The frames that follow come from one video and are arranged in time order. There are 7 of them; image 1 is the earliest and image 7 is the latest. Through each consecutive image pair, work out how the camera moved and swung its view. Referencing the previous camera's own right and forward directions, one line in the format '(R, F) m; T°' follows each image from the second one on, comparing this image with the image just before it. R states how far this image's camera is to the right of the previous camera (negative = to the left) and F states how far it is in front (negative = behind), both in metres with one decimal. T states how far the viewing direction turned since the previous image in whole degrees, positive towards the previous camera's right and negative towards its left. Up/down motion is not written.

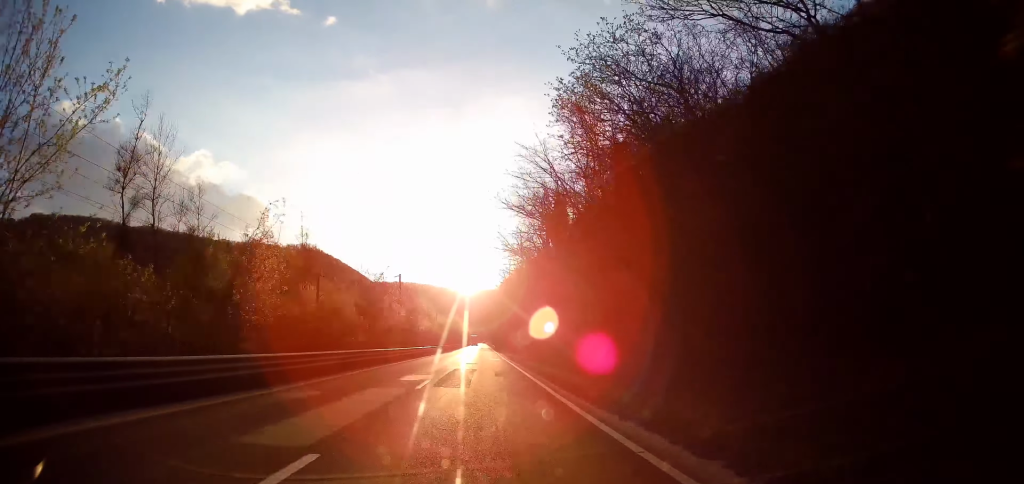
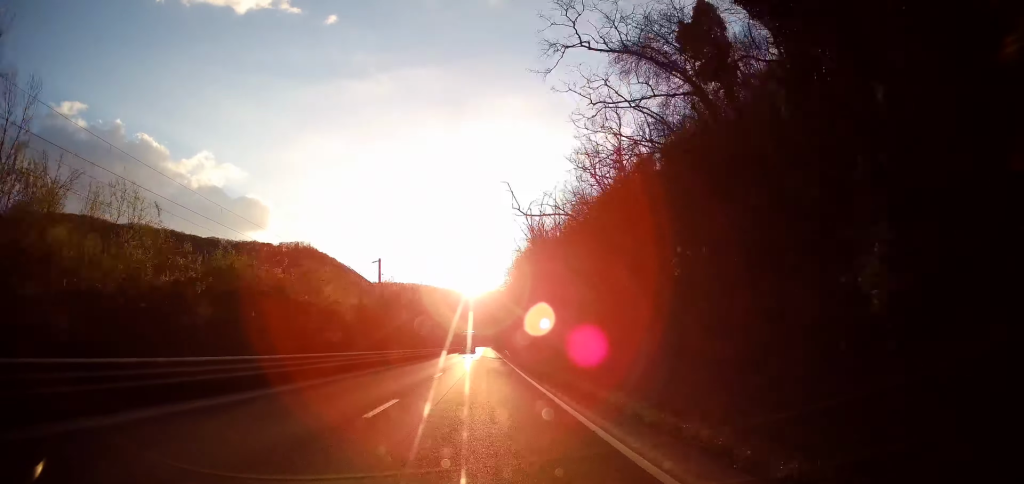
(-0.9, +64.2) m; -1°
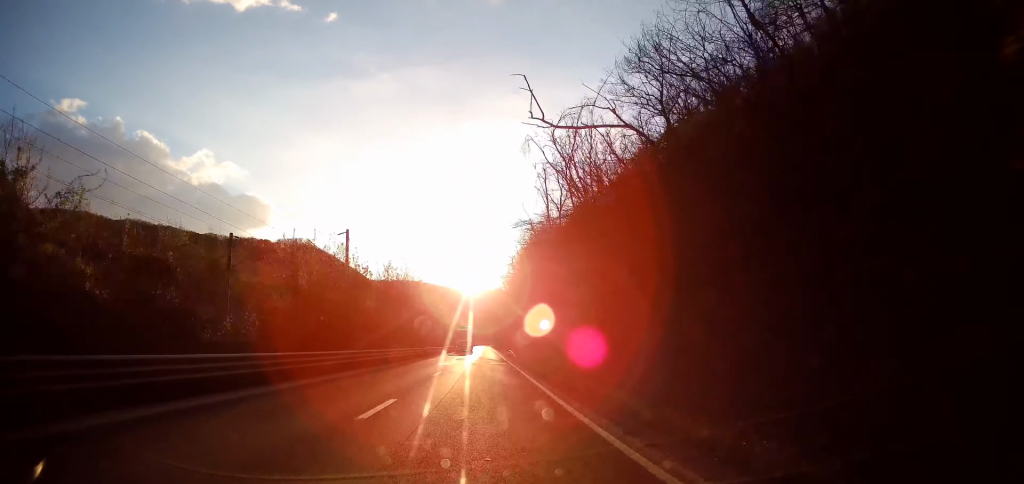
(+0.2, +12.1) m; 0°
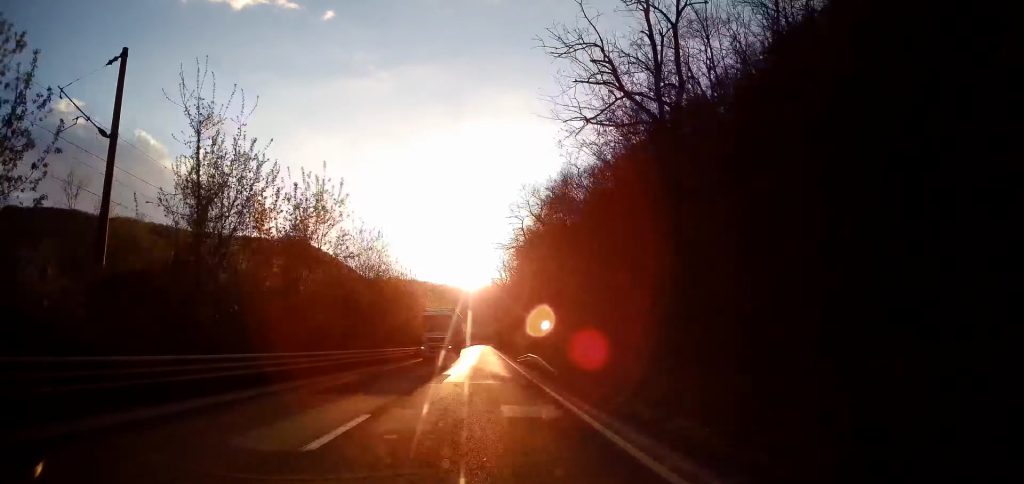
(+0.1, +26.8) m; 0°
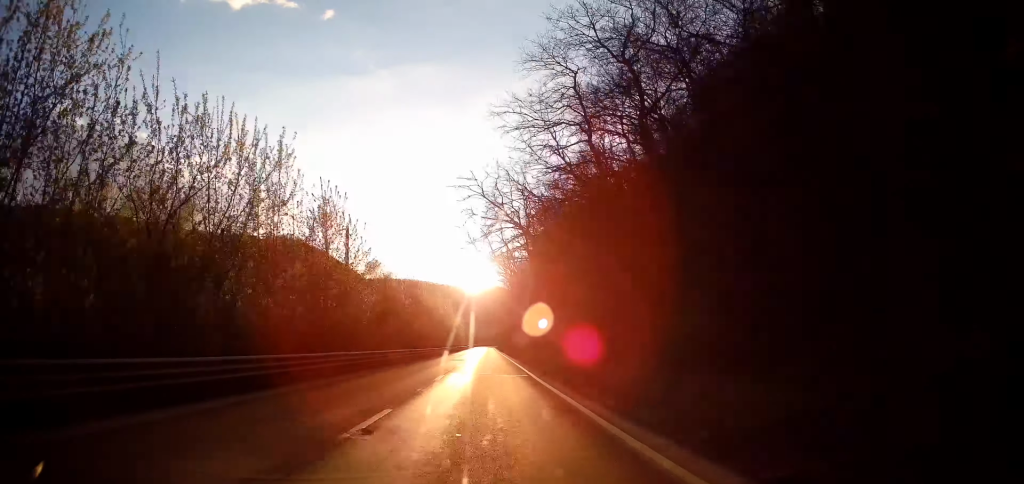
(-0.4, +34.4) m; 0°
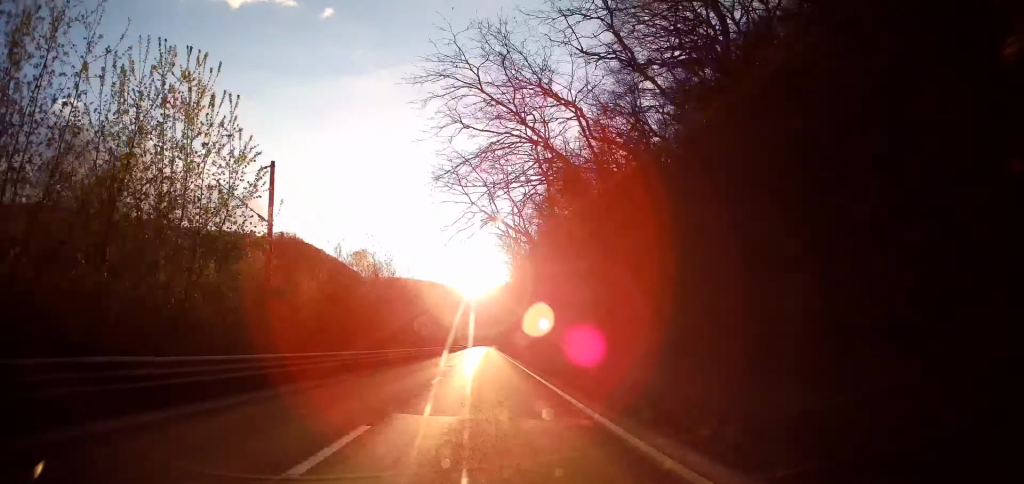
(+0.1, +13.7) m; 0°
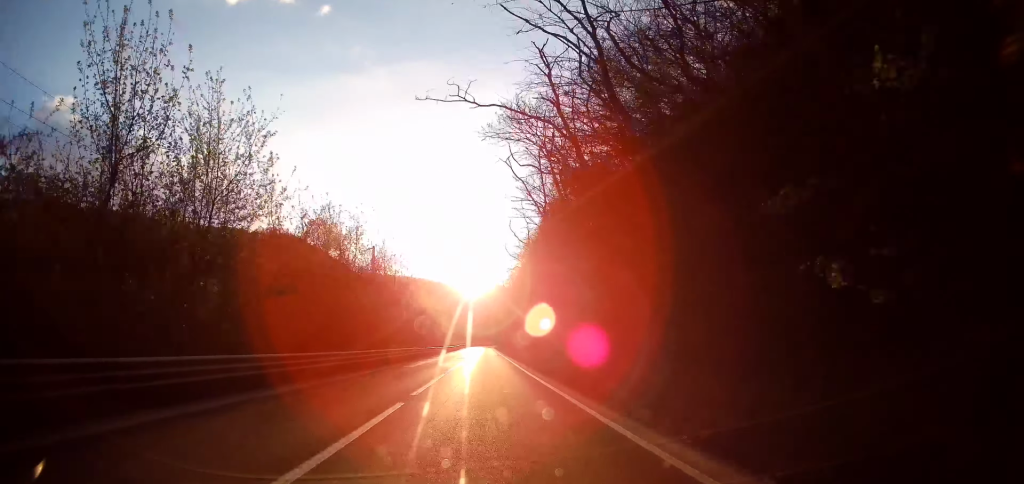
(+0.2, +29.0) m; 0°
